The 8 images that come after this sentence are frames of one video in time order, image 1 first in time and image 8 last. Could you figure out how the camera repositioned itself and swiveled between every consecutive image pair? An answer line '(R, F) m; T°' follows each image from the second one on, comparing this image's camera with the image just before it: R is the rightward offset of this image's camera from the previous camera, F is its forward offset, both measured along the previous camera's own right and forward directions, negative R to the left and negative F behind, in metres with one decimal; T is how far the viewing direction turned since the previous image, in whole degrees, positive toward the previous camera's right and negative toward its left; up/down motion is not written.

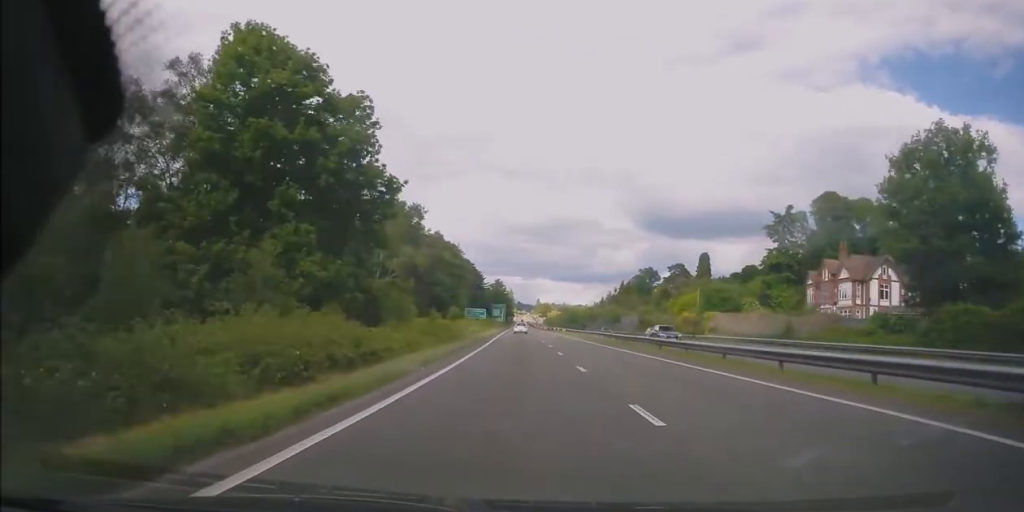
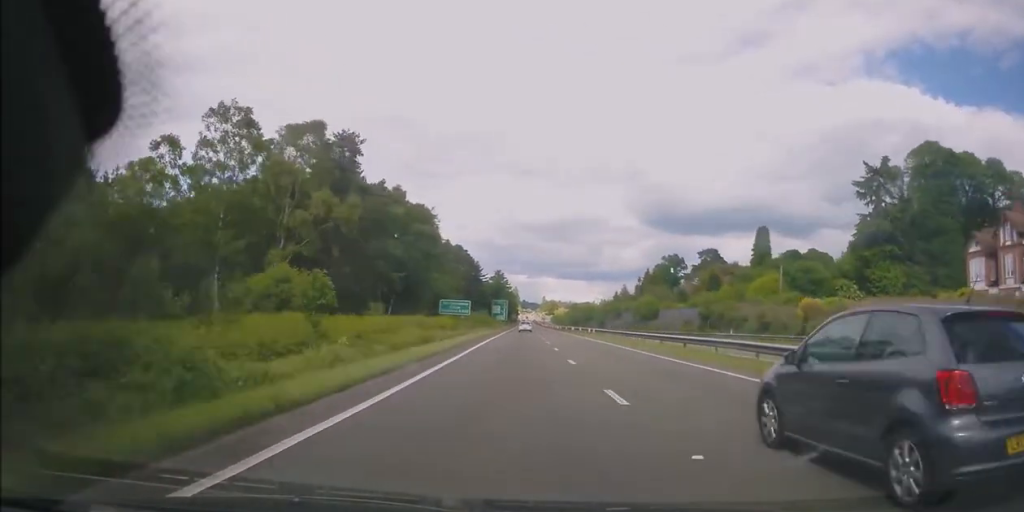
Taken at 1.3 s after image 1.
(-0.6, +35.8) m; -1°
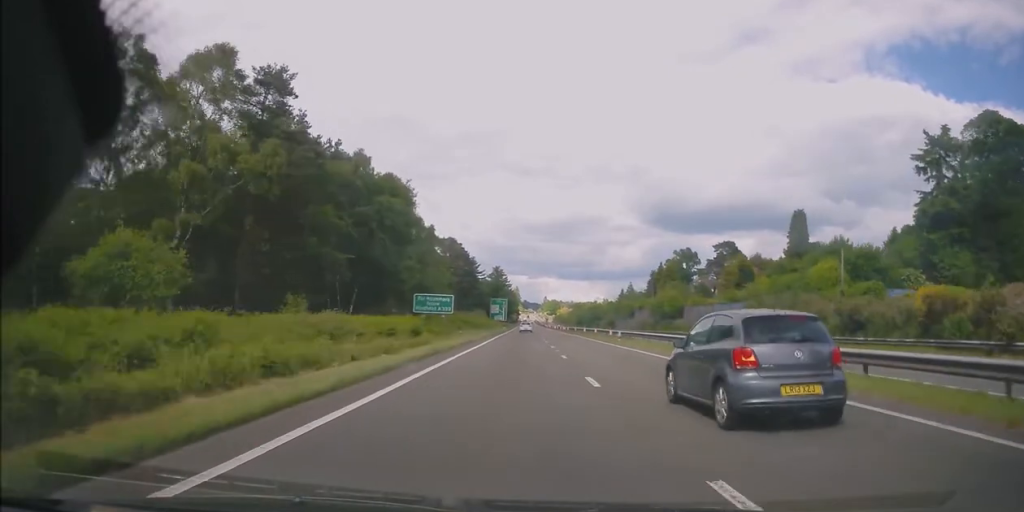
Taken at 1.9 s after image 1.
(0.0, +16.2) m; 0°
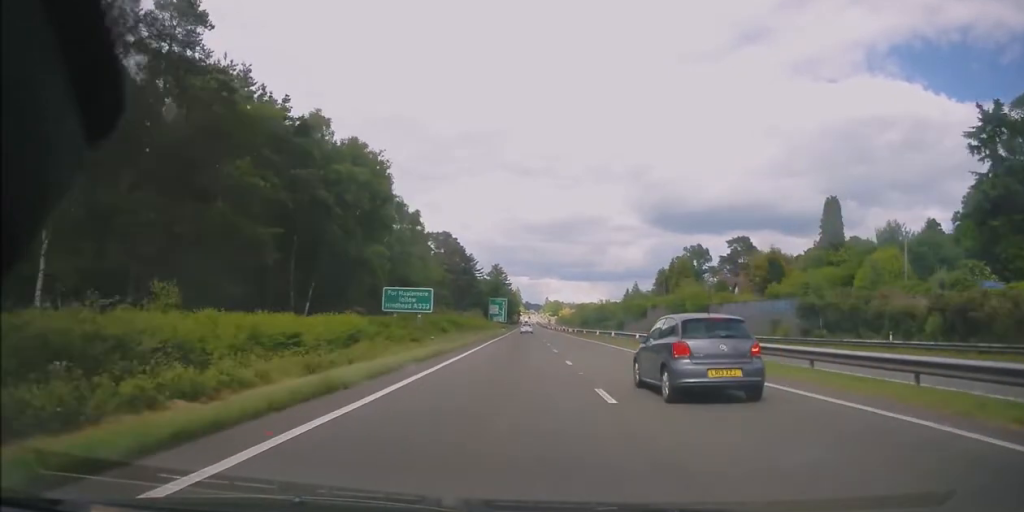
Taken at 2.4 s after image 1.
(-0.1, +11.7) m; 0°
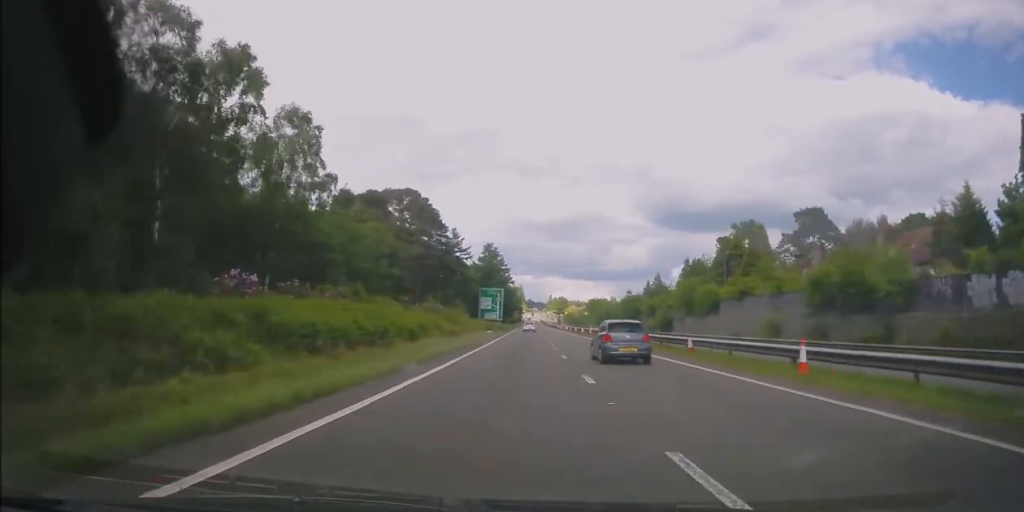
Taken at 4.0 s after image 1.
(+0.1, +43.2) m; 0°
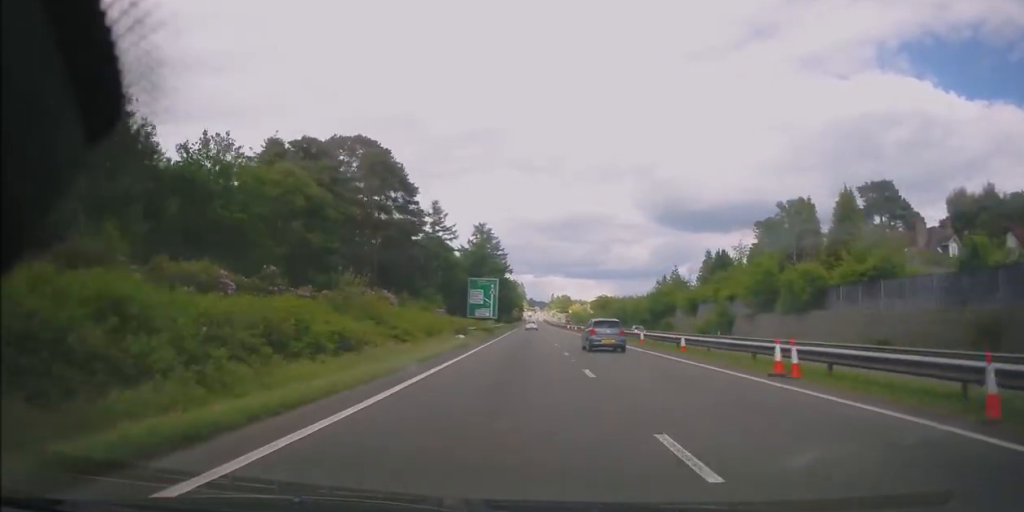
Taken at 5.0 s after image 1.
(-0.1, +27.1) m; 0°
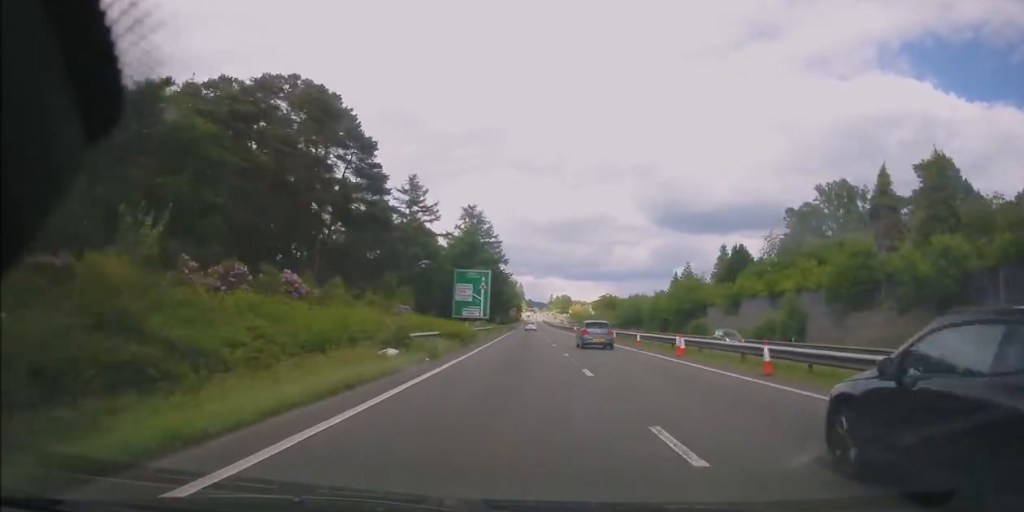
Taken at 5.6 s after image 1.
(0.0, +18.0) m; 0°
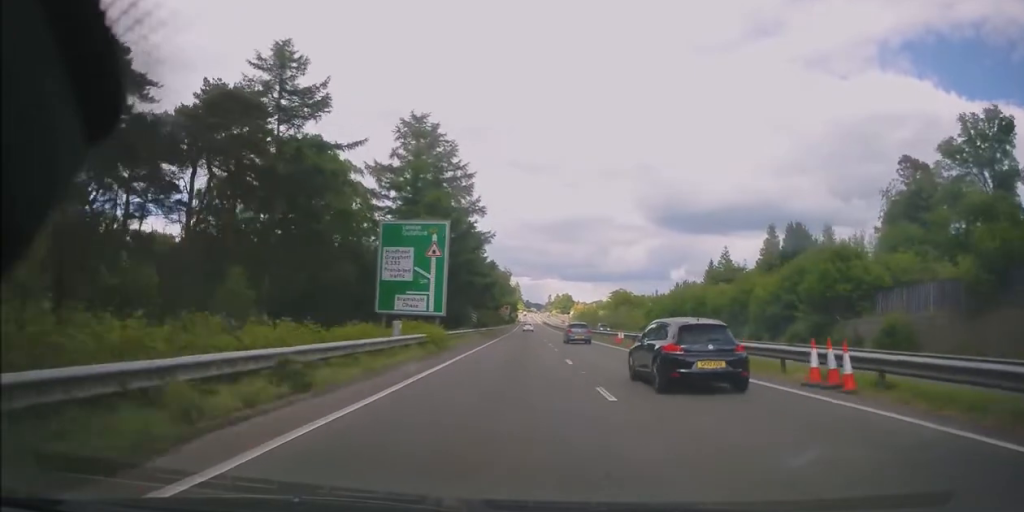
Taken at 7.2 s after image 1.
(0.0, +42.0) m; -1°
